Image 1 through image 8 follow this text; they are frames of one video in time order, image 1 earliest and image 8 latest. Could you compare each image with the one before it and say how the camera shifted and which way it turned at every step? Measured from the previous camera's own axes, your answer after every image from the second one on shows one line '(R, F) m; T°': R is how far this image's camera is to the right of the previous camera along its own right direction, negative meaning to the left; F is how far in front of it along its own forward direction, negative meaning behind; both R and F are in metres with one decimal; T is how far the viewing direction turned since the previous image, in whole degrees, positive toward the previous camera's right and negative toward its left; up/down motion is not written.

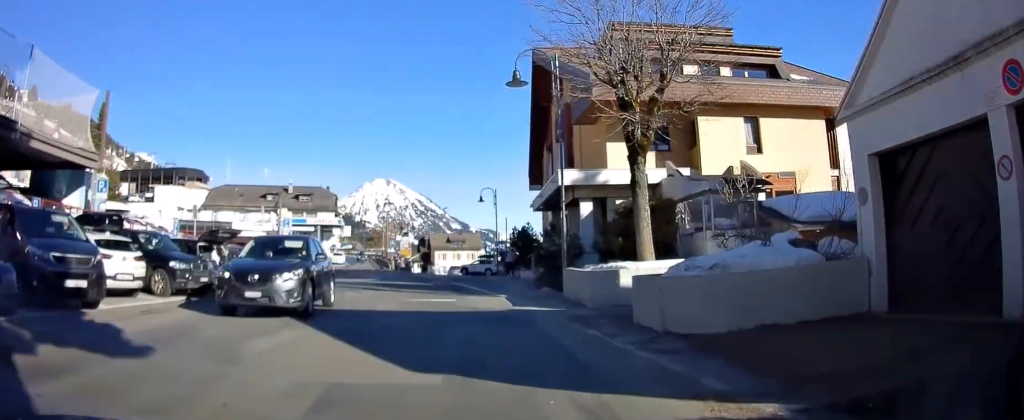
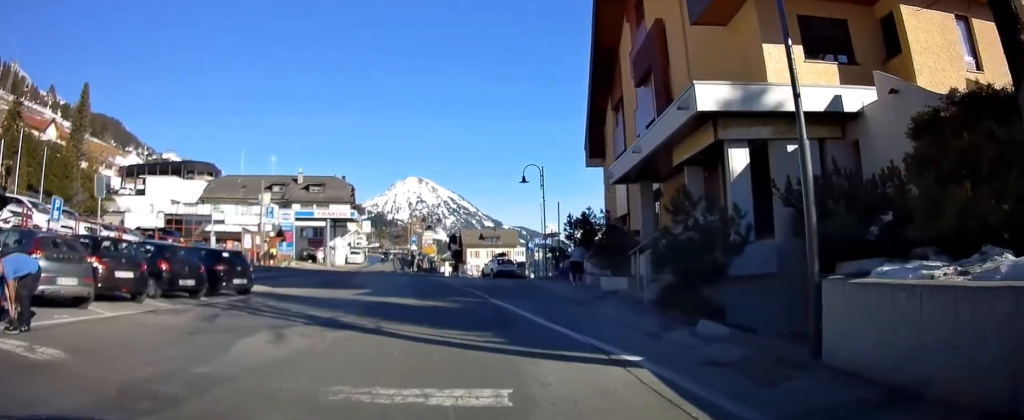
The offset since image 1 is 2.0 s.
(-0.4, +12.1) m; -5°
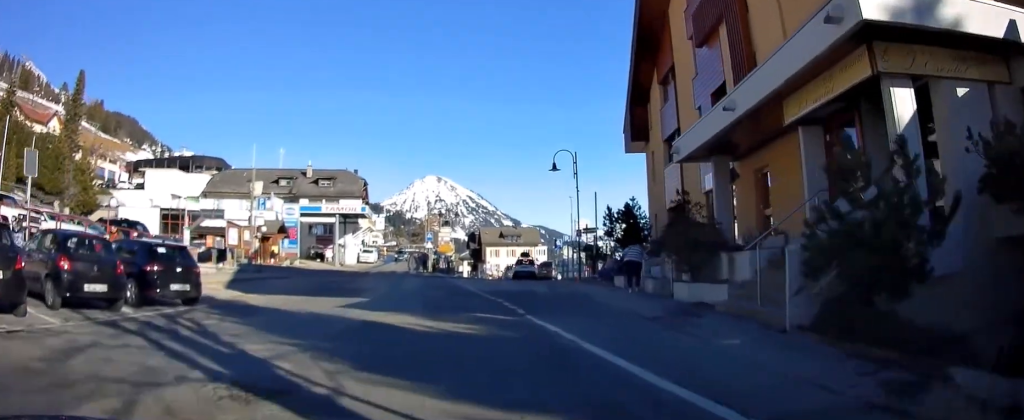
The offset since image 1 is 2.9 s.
(-0.2, +5.2) m; -1°
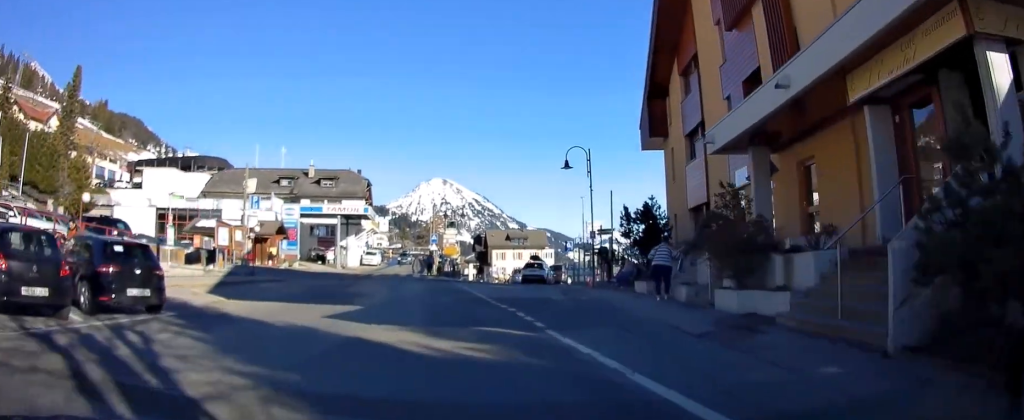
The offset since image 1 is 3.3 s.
(0.0, +2.2) m; 0°
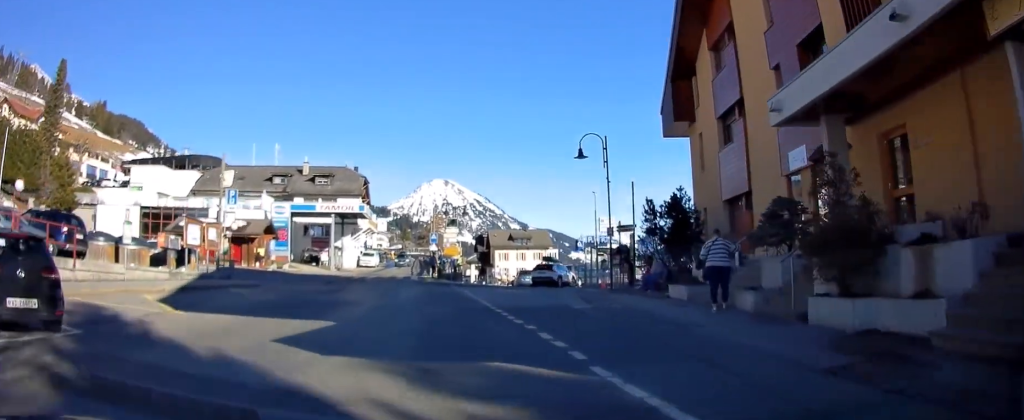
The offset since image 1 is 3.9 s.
(0.0, +3.5) m; 0°
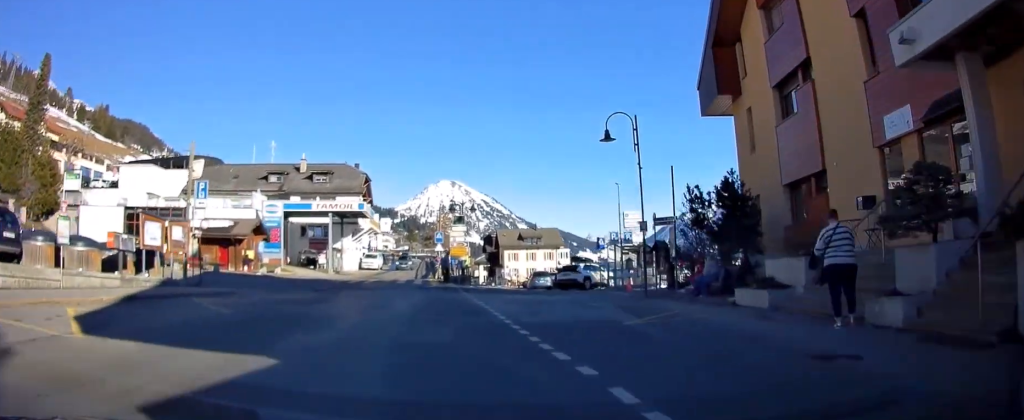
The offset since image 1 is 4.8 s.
(-0.1, +4.4) m; -1°
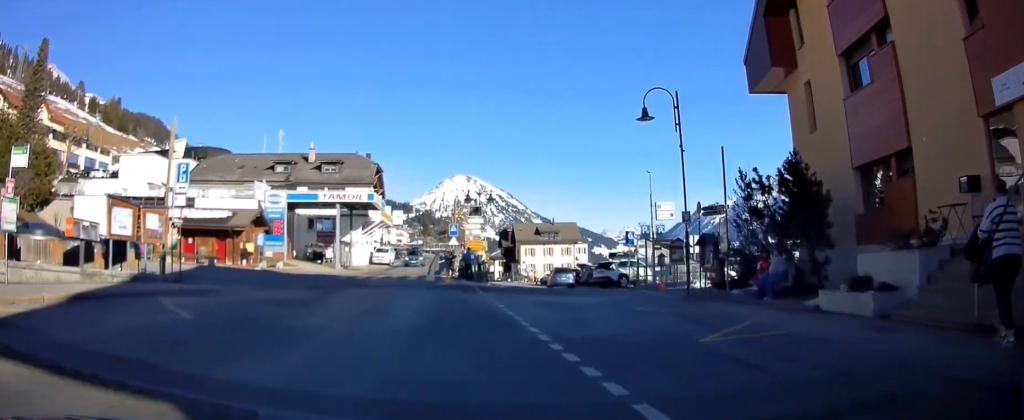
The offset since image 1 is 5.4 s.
(0.0, +3.3) m; 0°
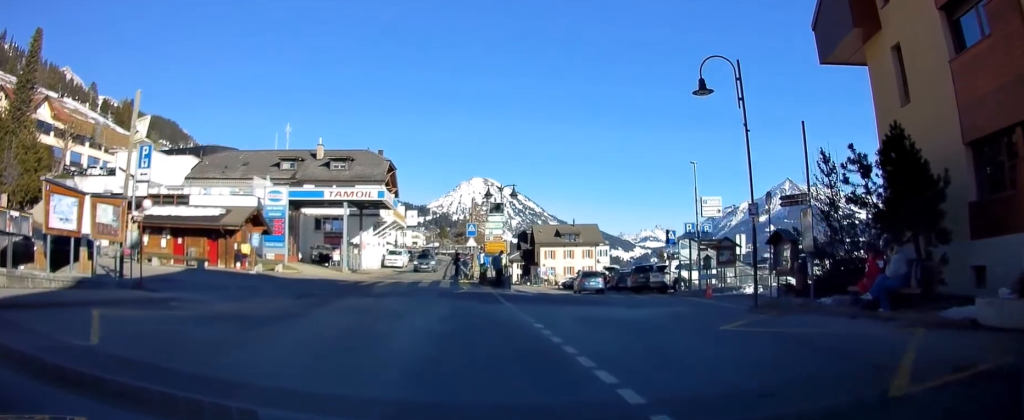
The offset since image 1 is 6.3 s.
(0.0, +4.0) m; 0°
